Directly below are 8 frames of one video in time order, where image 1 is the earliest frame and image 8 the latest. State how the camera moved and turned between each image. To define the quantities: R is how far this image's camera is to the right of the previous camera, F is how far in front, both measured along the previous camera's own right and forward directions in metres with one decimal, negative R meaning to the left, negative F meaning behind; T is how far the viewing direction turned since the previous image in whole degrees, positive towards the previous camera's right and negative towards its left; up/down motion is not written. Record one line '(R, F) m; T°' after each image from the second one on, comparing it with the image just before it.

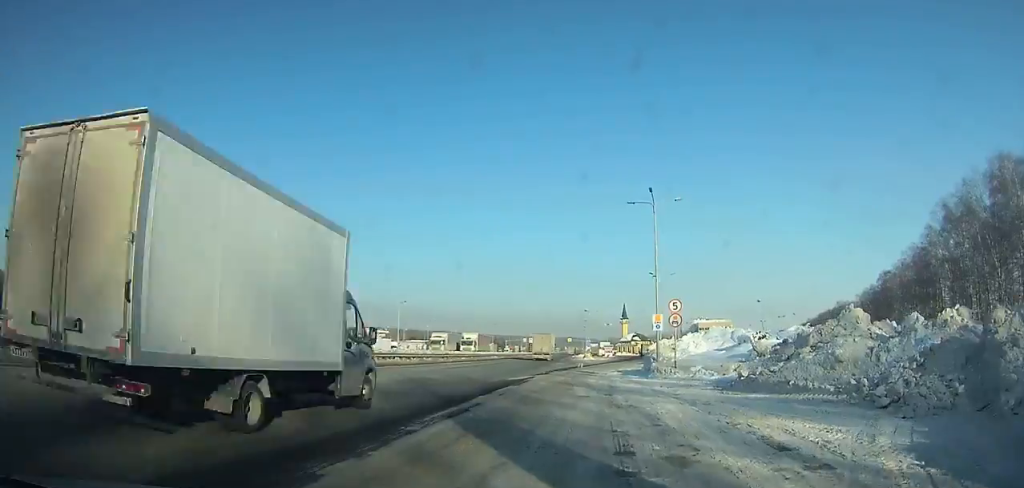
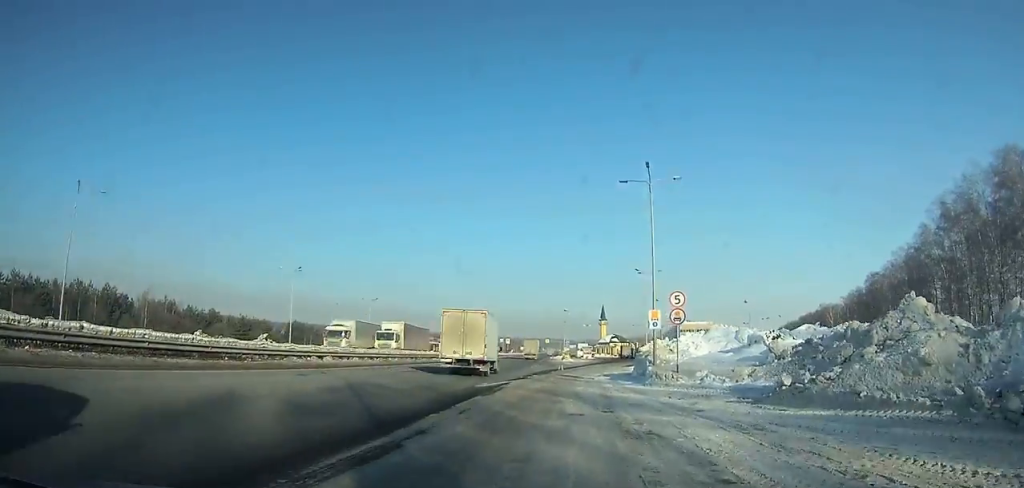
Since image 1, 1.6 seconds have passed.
(+0.1, +6.7) m; 0°
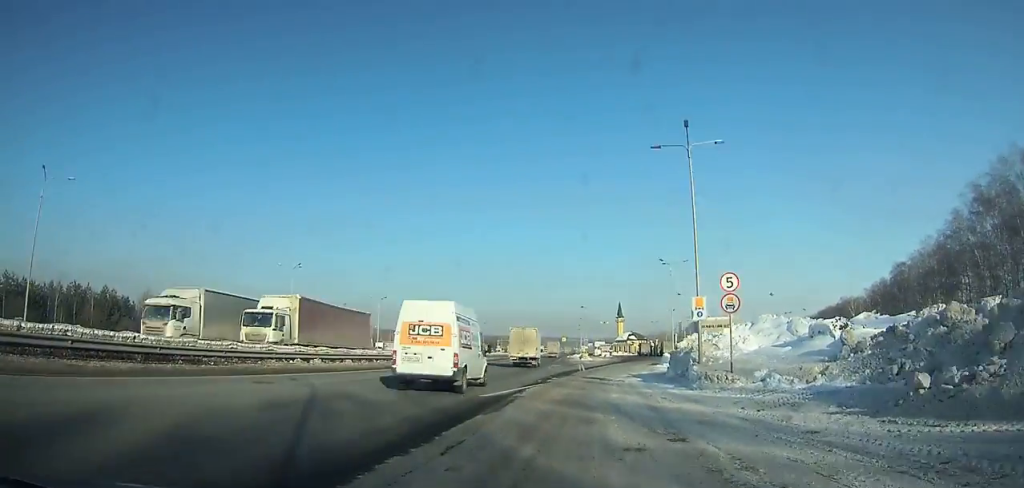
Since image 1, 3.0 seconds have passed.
(0.0, +7.0) m; 0°
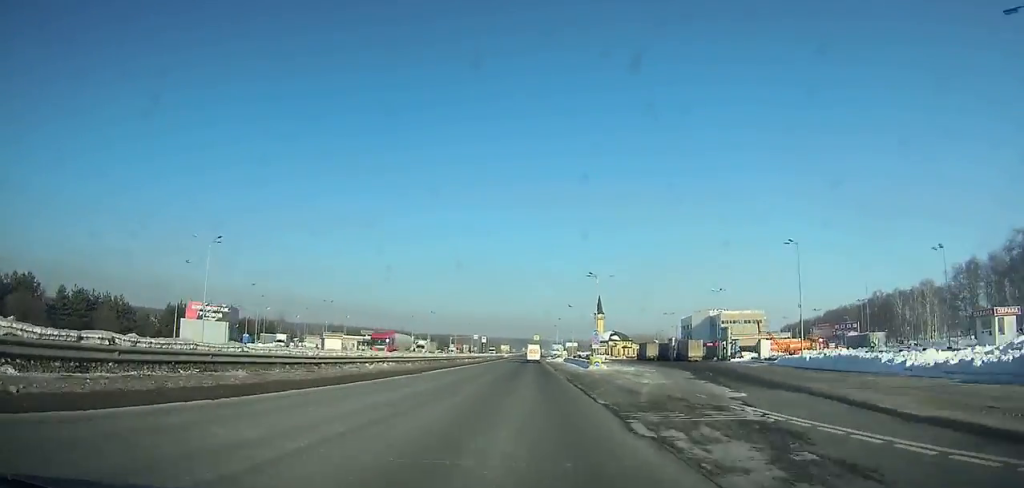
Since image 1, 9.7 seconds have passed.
(+2.4, +58.0) m; +5°
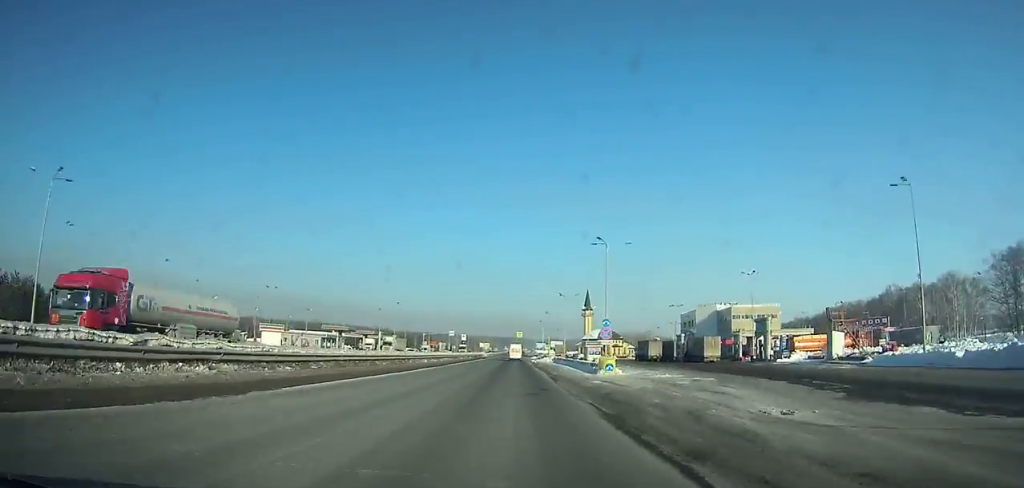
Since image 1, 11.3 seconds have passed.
(+0.3, +19.3) m; +1°
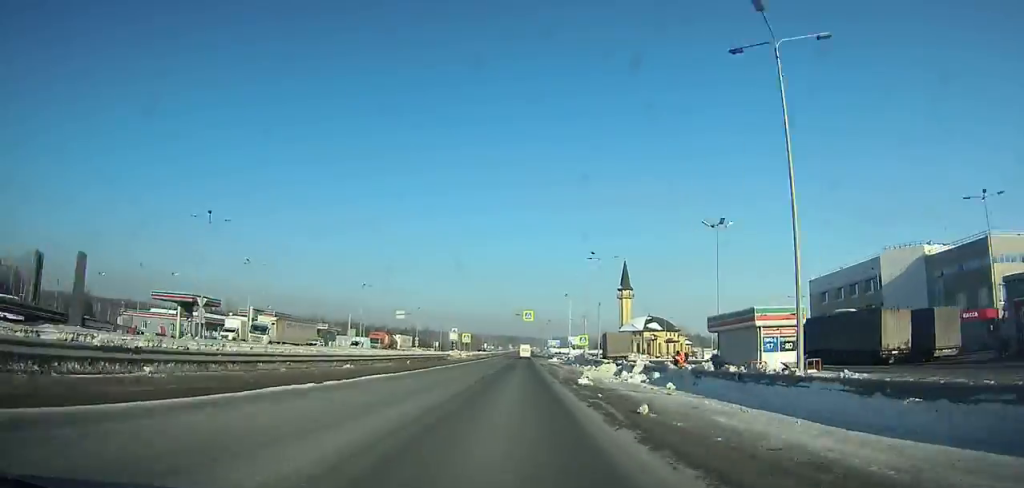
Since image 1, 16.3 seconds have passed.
(-0.3, +75.1) m; 0°
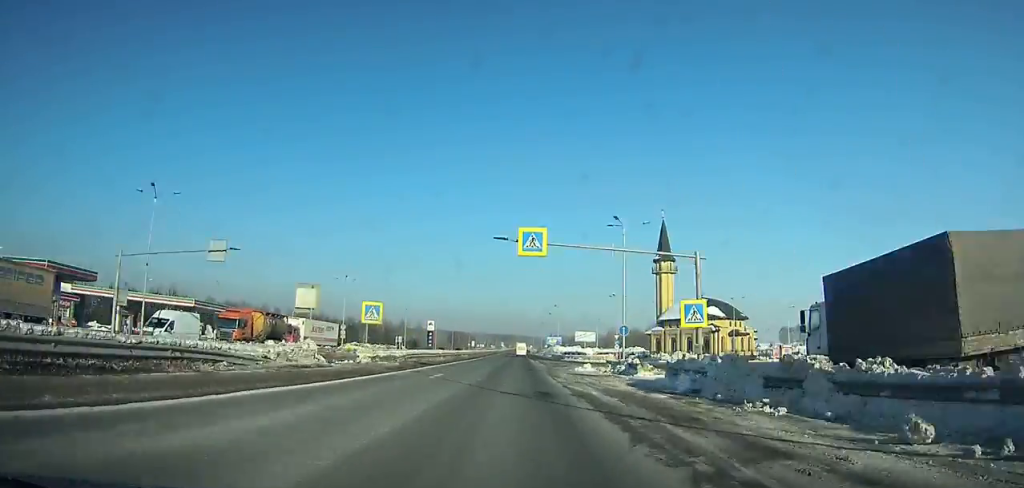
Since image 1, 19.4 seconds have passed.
(-0.1, +53.0) m; 0°
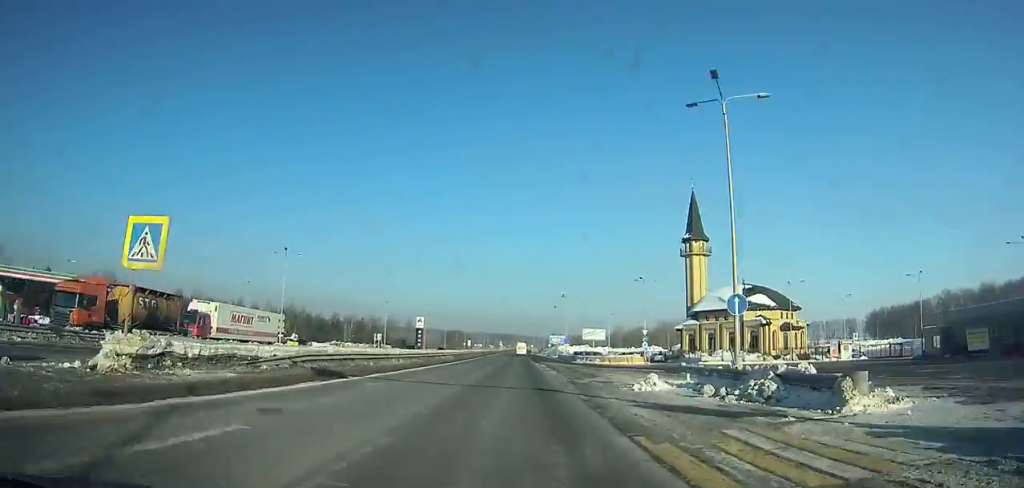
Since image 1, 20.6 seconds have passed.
(0.0, +21.3) m; 0°
